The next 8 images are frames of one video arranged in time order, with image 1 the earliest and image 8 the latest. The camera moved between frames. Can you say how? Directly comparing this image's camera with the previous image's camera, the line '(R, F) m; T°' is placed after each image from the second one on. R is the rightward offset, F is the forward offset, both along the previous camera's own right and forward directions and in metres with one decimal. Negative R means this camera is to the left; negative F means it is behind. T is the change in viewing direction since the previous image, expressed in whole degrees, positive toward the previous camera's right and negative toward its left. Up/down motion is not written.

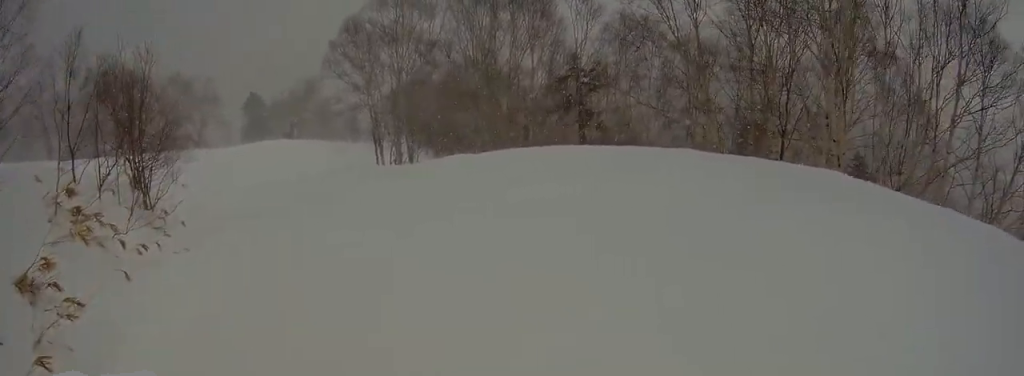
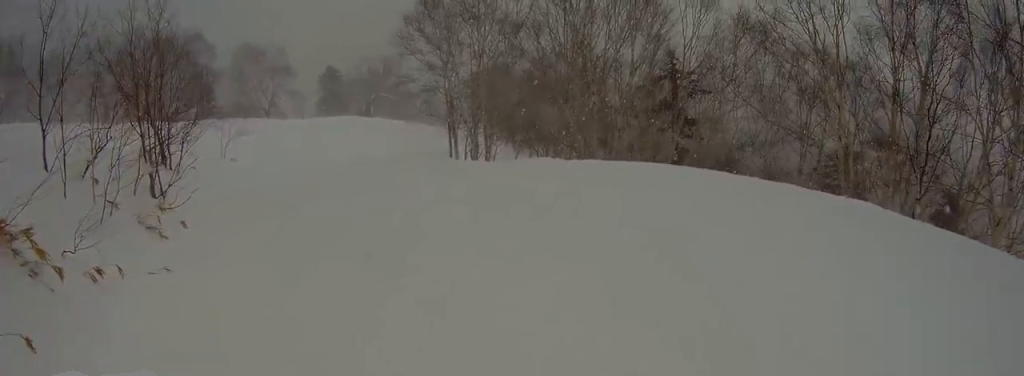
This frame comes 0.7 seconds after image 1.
(0.0, +3.1) m; +5°
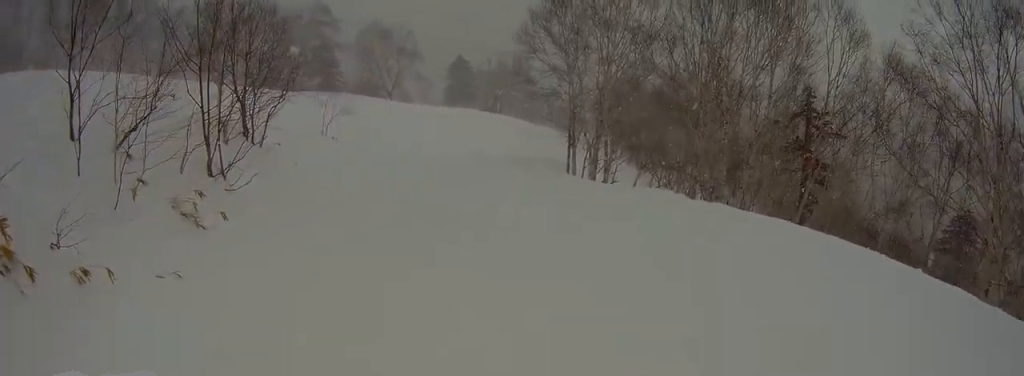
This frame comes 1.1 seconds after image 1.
(-0.1, +1.9) m; +2°
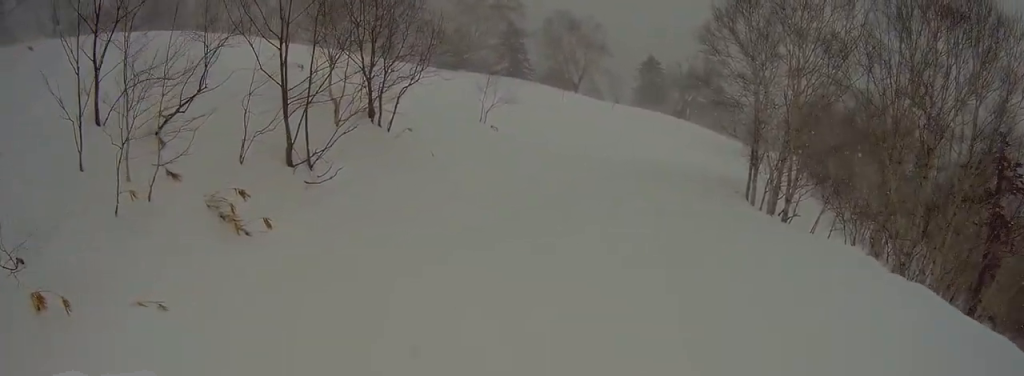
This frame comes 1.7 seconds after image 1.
(+0.4, +2.3) m; -5°
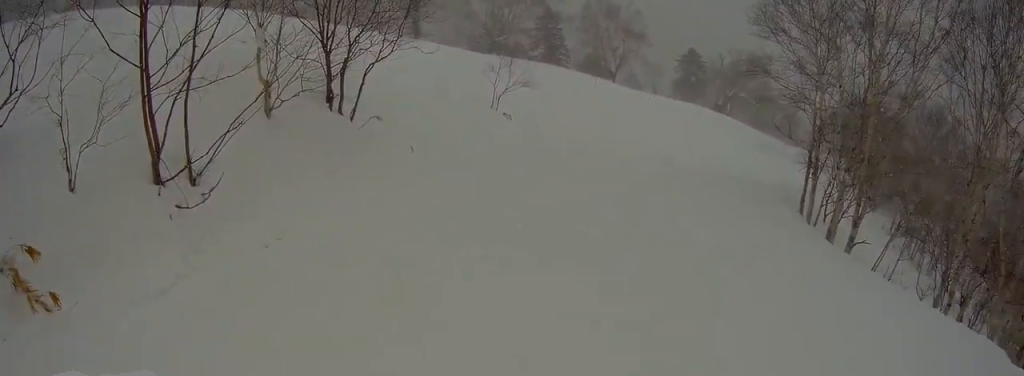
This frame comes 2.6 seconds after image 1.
(-0.4, +3.5) m; -6°
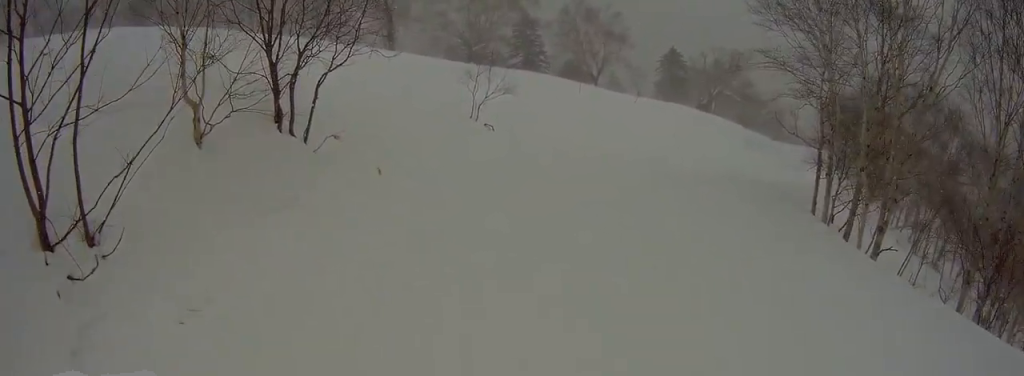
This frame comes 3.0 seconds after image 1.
(-0.4, +1.9) m; -3°
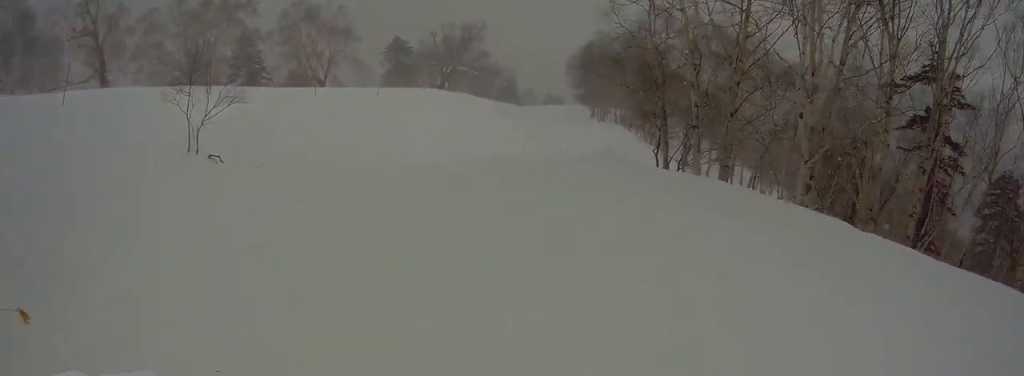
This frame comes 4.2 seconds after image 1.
(+0.9, +6.1) m; +12°
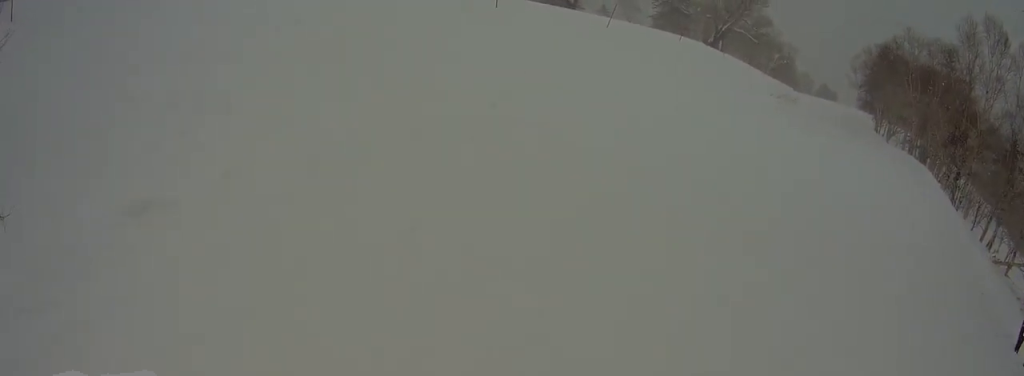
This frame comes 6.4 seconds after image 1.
(0.0, +13.4) m; +4°
